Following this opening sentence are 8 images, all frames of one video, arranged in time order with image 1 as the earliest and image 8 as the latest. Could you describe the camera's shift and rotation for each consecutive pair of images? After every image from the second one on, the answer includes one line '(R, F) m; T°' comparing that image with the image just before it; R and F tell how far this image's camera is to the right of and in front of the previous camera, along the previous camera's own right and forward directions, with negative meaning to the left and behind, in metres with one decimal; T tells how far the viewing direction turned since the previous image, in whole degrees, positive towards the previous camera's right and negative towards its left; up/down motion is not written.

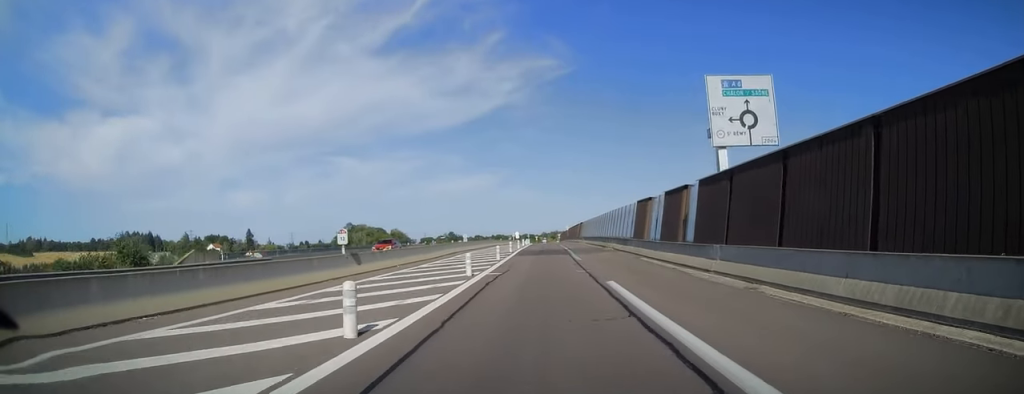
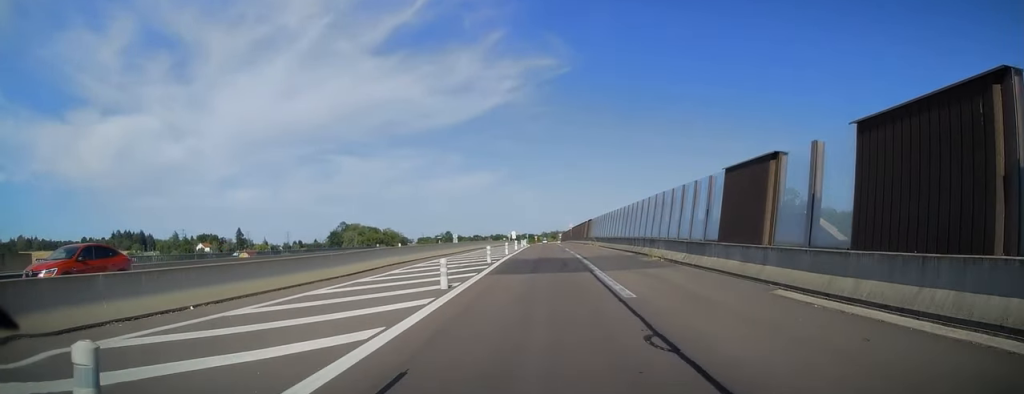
(0.0, +16.9) m; 0°
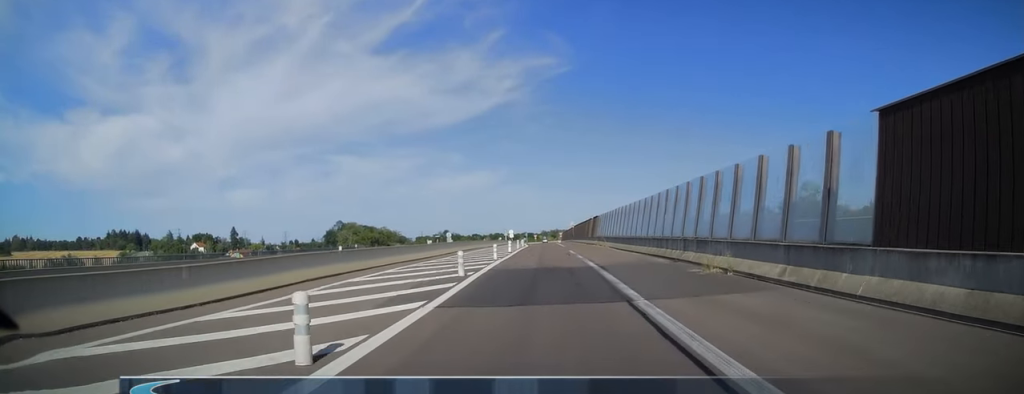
(0.0, +8.7) m; 0°
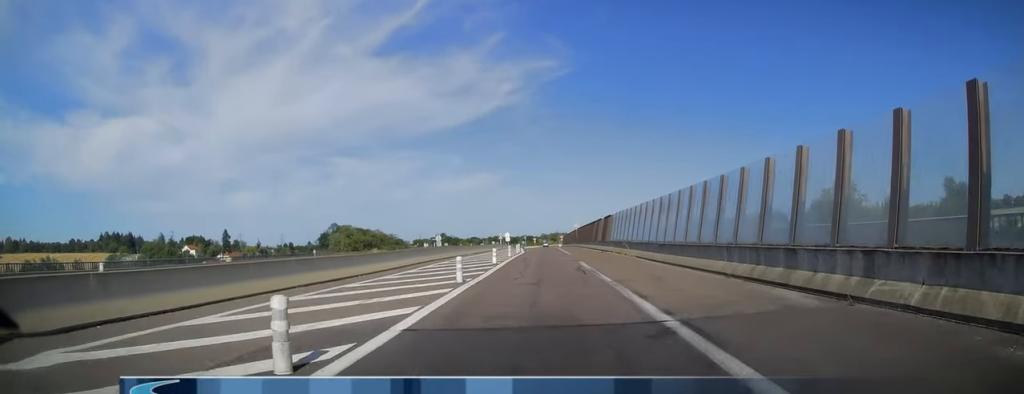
(0.0, +12.3) m; 0°
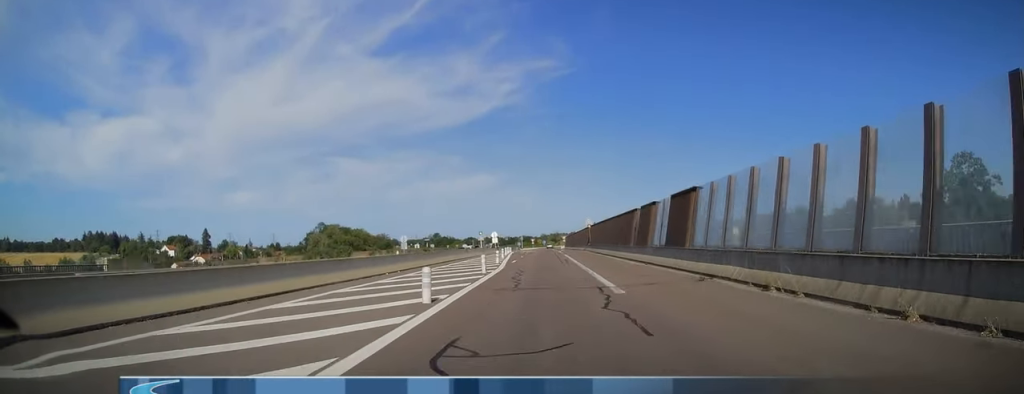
(0.0, +28.6) m; 0°
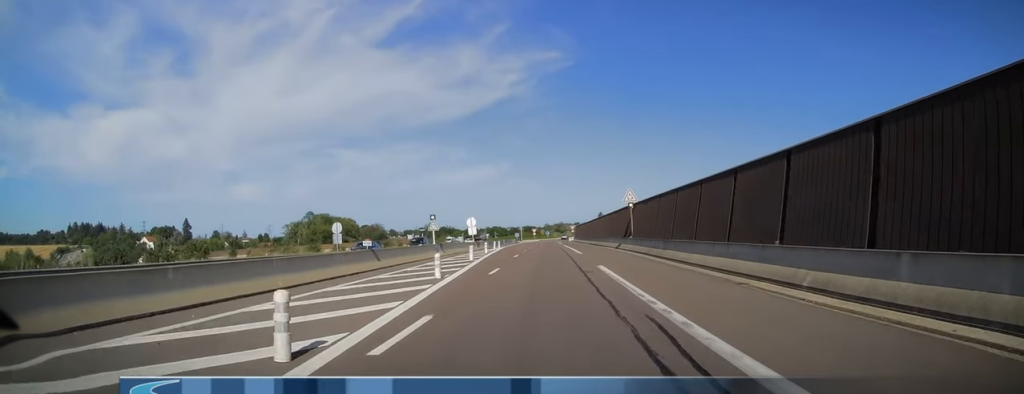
(0.0, +30.2) m; +1°
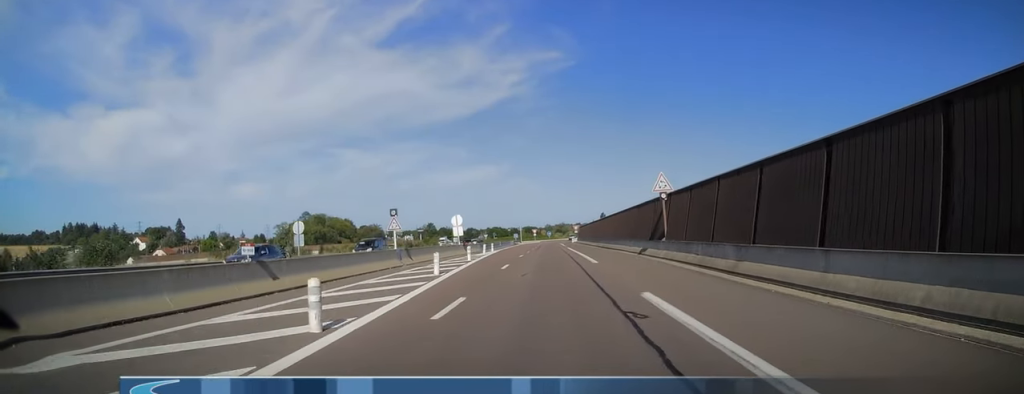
(-0.1, +9.9) m; +1°
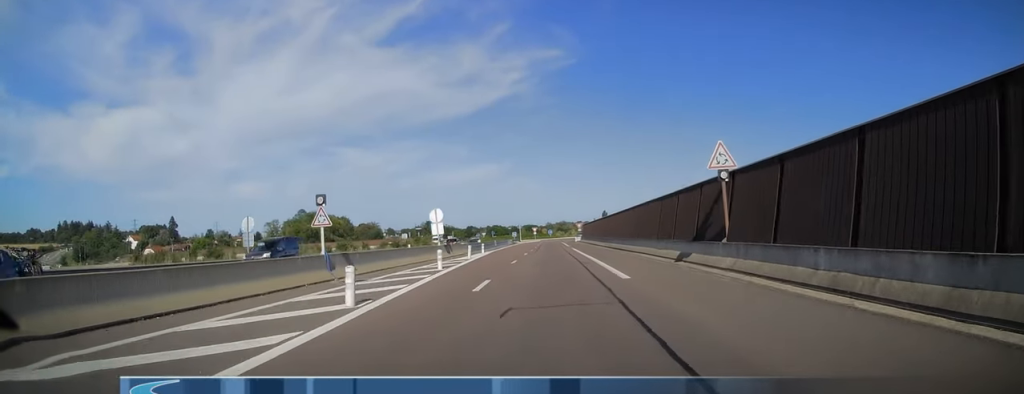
(+0.2, +9.1) m; 0°
